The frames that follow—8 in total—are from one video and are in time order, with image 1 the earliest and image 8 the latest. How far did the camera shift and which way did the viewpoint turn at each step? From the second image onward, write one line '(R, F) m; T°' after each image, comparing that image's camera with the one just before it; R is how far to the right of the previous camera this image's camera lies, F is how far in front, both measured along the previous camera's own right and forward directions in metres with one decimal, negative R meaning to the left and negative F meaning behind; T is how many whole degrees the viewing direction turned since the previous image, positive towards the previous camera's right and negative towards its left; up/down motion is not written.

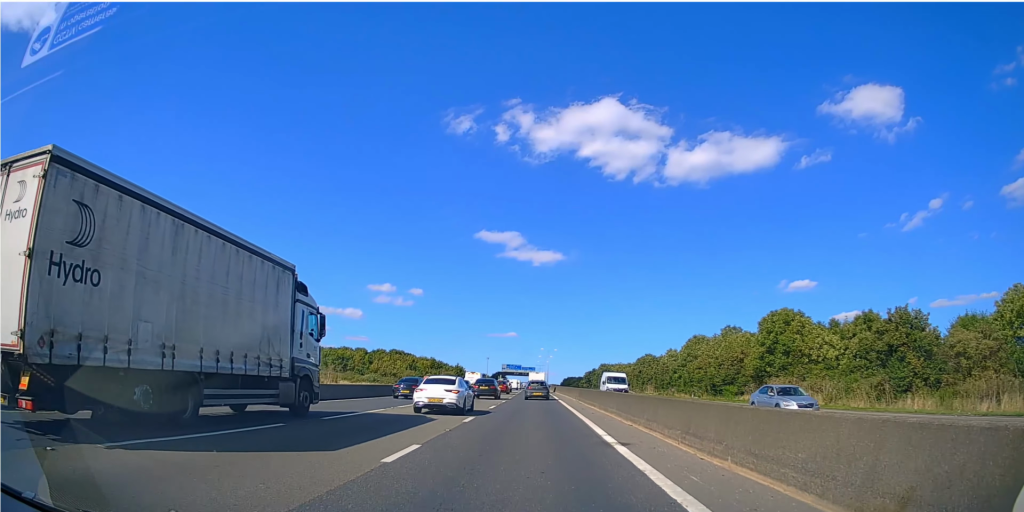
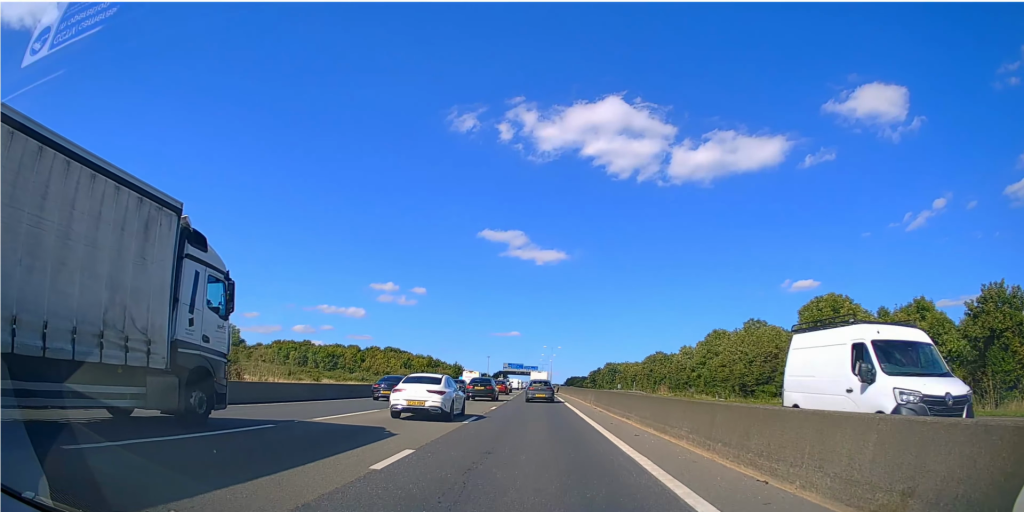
(+0.1, +11.8) m; +1°
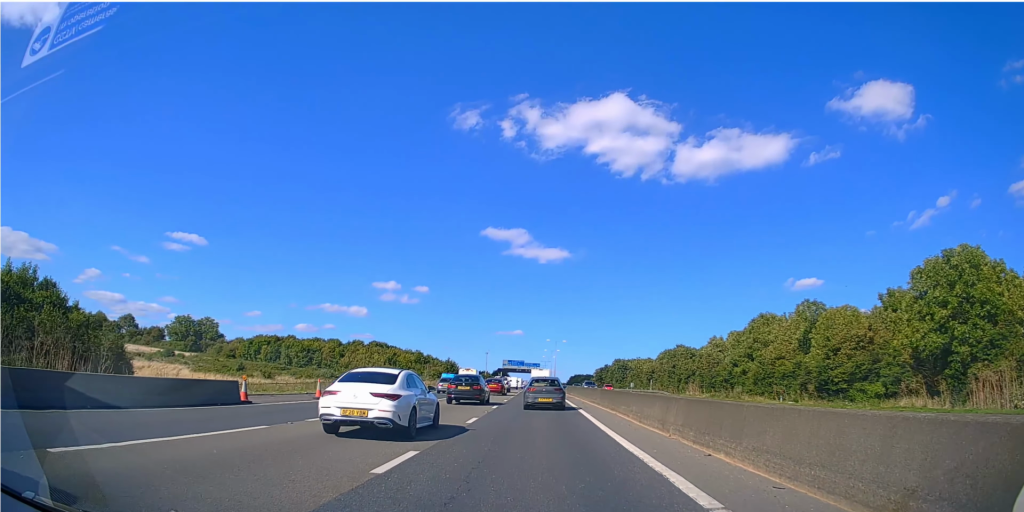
(+0.1, +21.9) m; -1°
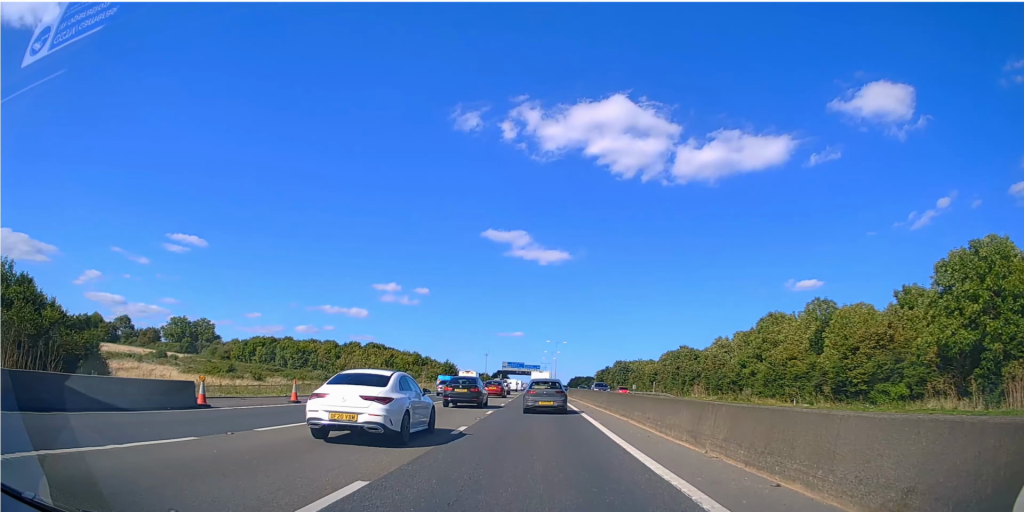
(0.0, +3.6) m; 0°
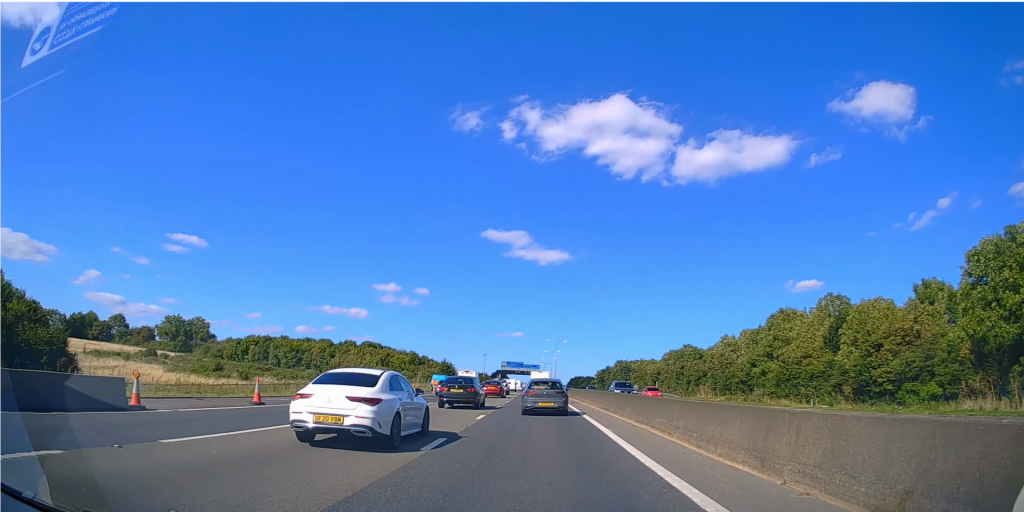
(0.0, +4.3) m; 0°
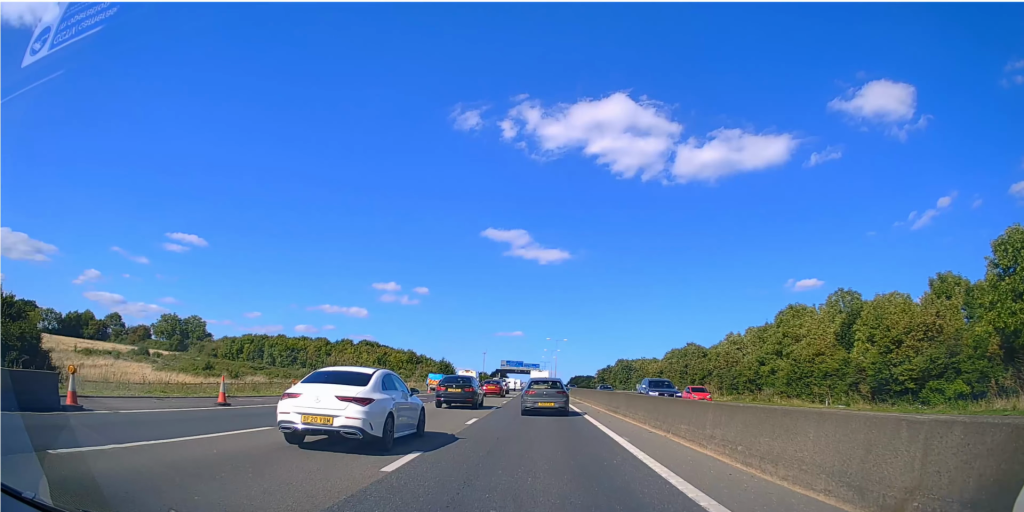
(0.0, +3.2) m; 0°
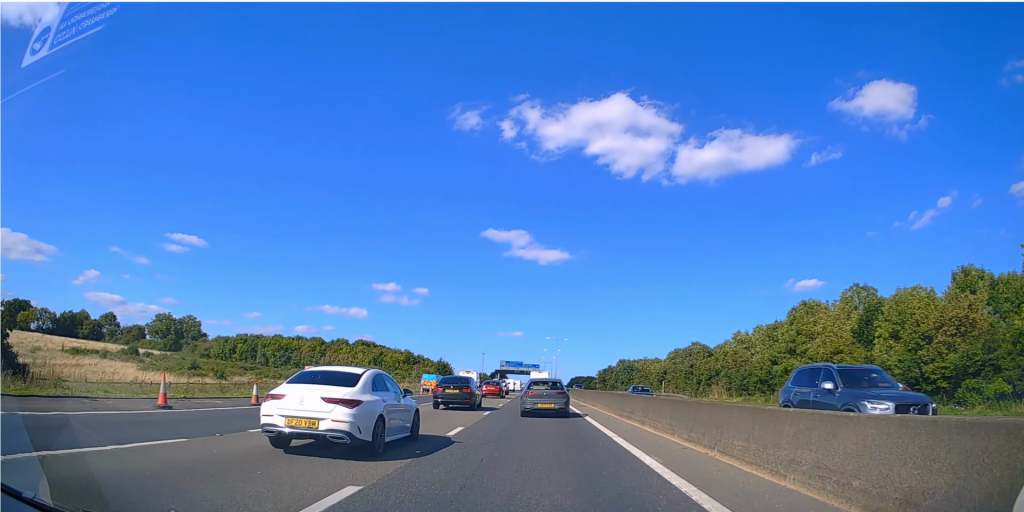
(0.0, +4.4) m; 0°
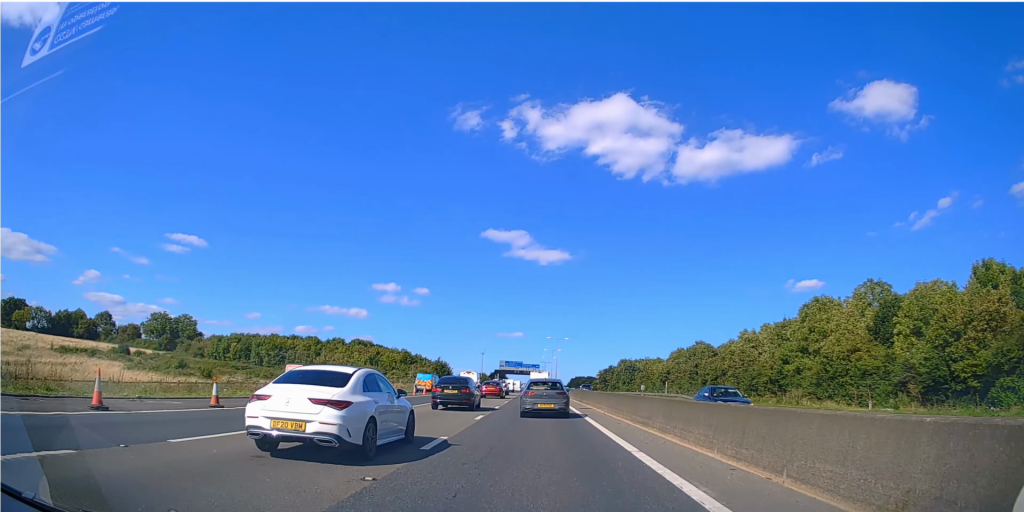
(0.0, +3.5) m; 0°
